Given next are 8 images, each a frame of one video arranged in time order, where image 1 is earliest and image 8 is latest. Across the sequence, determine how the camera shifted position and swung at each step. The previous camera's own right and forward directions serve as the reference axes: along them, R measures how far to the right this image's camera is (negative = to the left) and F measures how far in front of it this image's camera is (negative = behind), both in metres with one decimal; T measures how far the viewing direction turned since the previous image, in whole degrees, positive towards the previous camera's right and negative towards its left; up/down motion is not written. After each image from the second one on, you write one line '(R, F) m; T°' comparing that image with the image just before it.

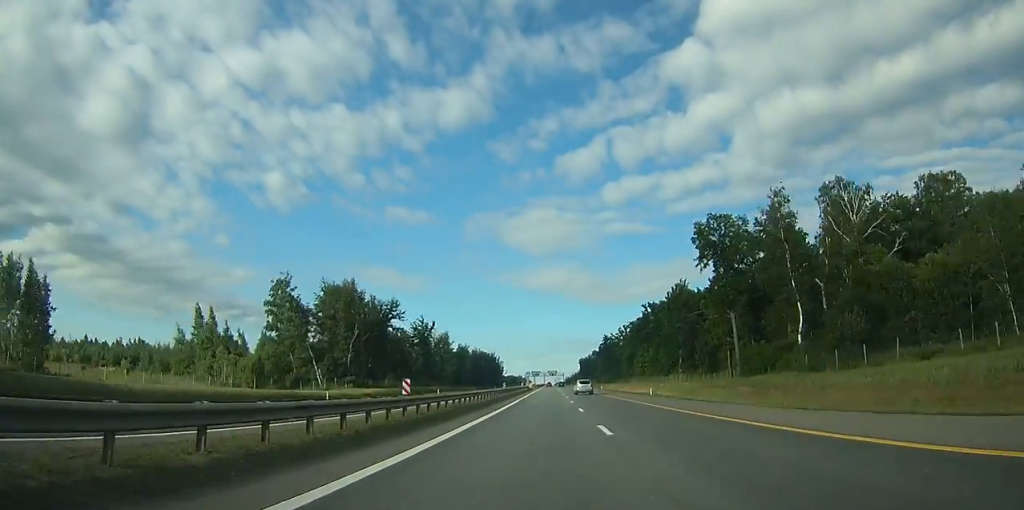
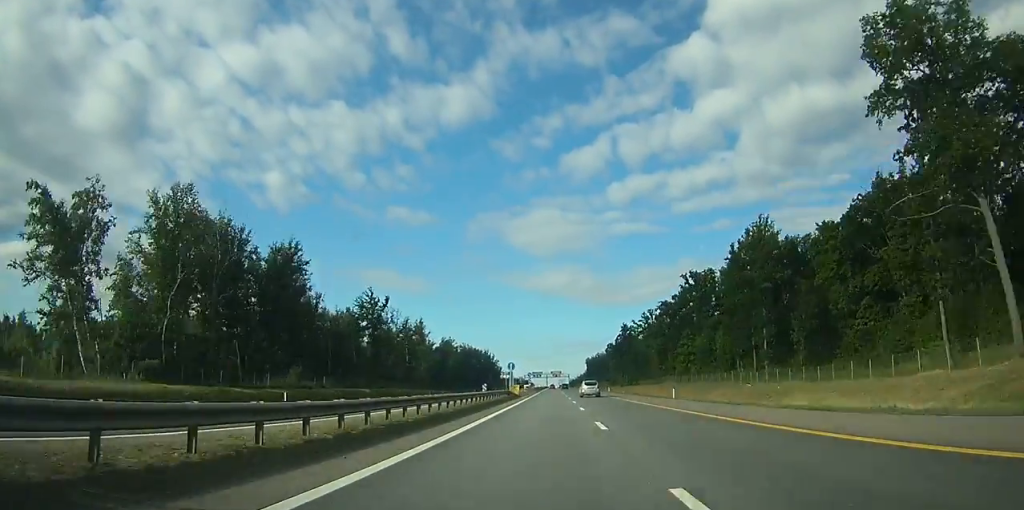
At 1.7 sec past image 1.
(-0.1, +59.3) m; 0°
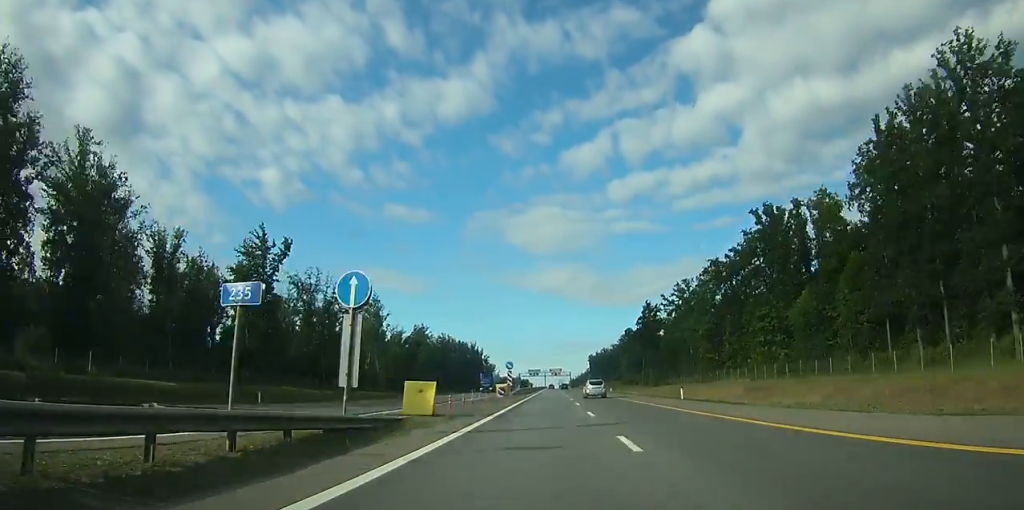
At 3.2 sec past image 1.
(-0.1, +52.6) m; 0°
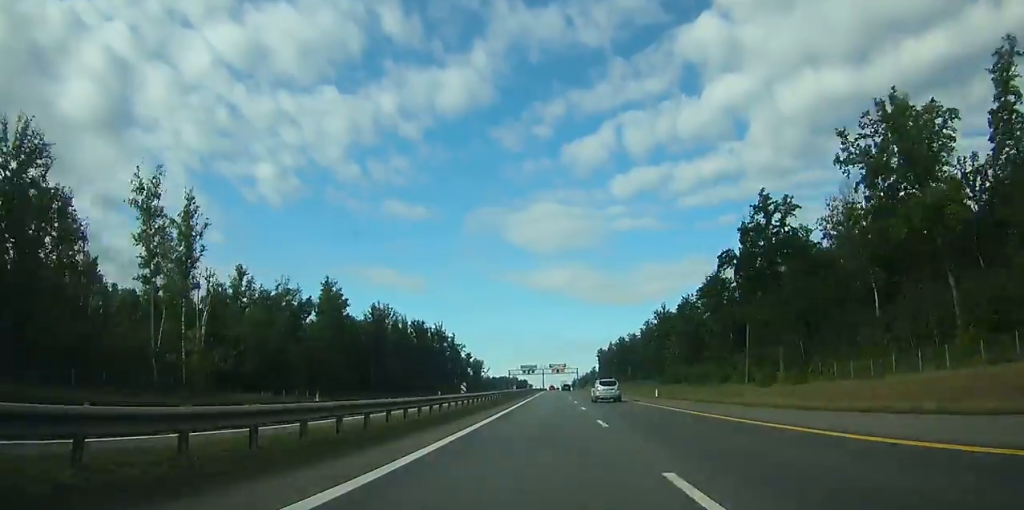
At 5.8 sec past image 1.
(0.0, +87.8) m; 0°
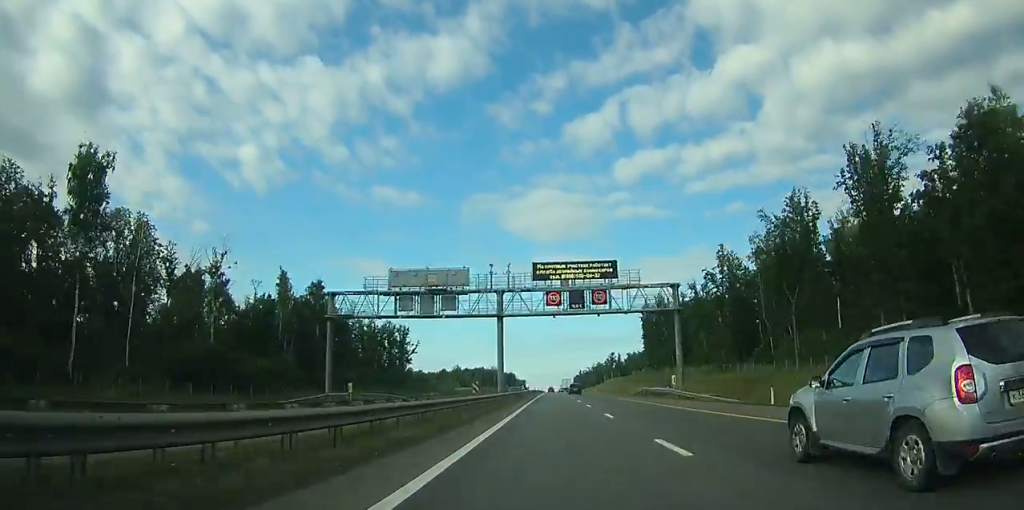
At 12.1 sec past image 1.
(+0.4, +205.2) m; 0°
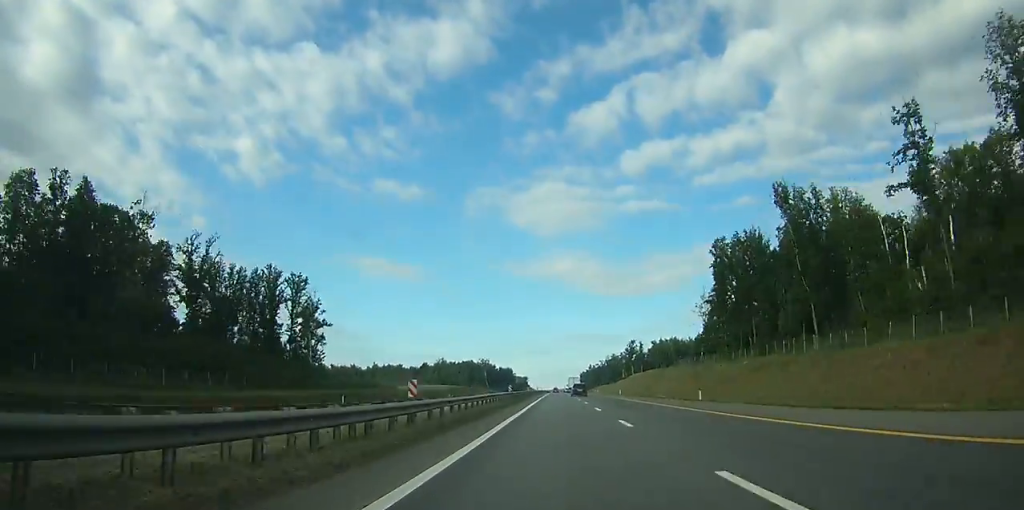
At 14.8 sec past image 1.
(+0.1, +84.2) m; 0°
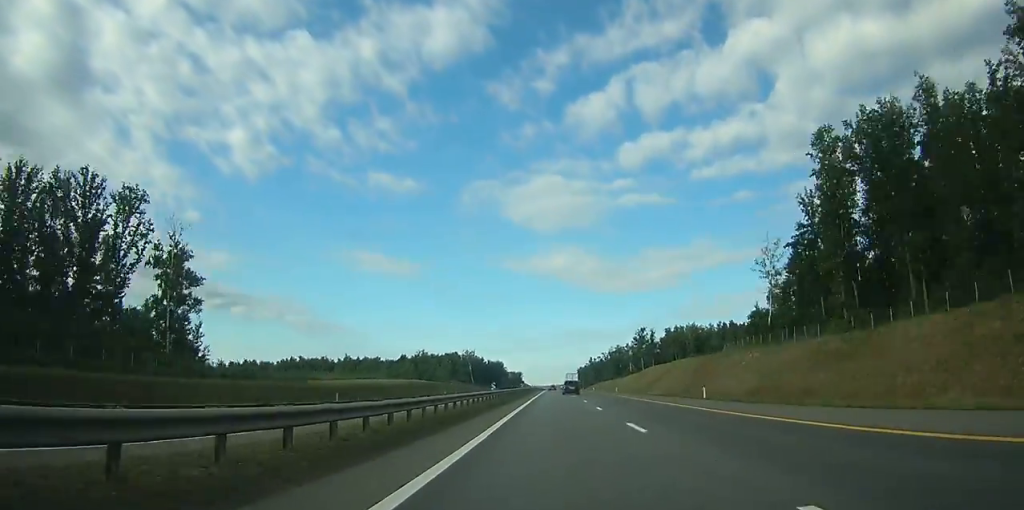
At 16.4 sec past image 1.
(0.0, +47.3) m; 0°
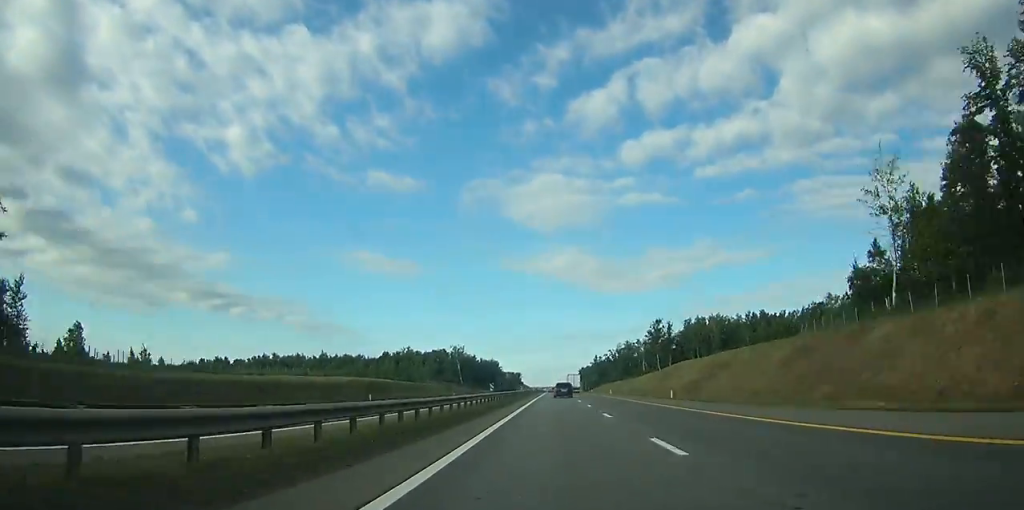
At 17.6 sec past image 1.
(0.0, +37.8) m; 0°
